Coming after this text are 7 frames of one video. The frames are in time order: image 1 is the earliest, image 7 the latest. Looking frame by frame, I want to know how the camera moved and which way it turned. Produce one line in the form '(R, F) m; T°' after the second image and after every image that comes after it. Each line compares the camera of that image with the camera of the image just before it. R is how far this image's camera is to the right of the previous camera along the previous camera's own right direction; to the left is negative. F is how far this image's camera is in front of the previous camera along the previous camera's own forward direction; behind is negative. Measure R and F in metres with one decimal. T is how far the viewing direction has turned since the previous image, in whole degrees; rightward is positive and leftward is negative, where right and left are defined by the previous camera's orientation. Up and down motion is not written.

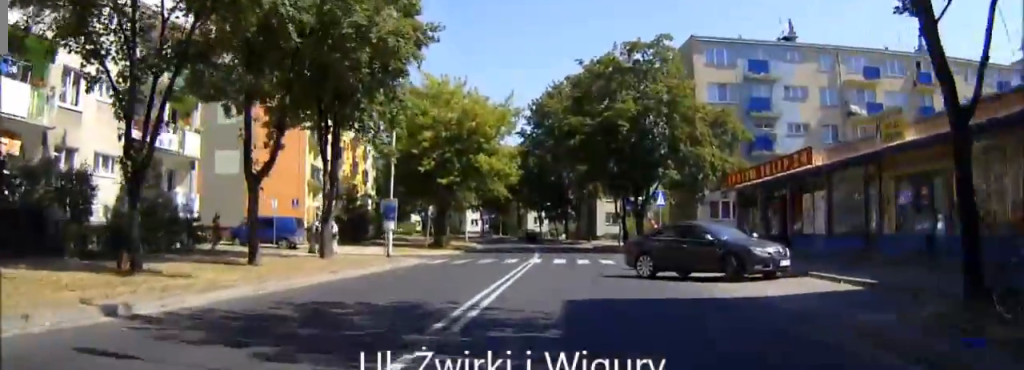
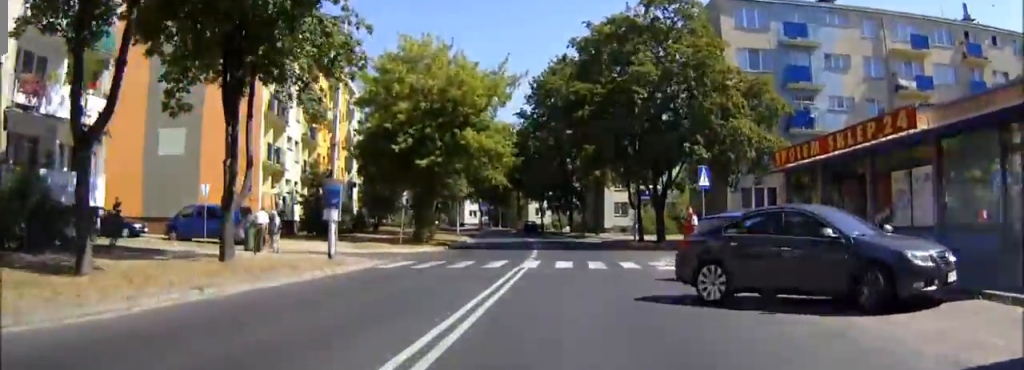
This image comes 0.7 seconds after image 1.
(+0.1, +8.4) m; 0°
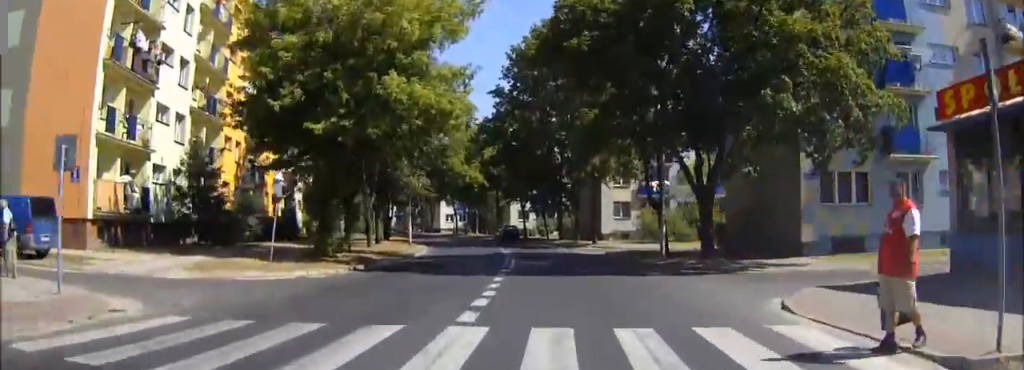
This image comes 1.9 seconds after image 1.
(-0.2, +15.6) m; 0°
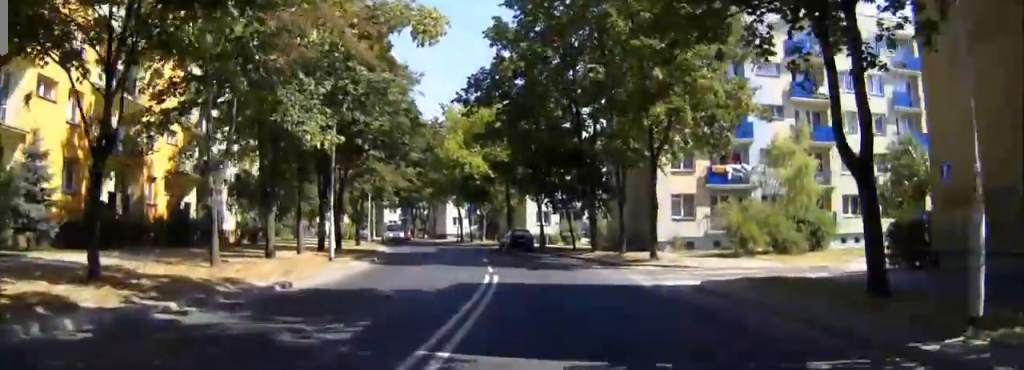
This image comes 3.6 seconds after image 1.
(+0.1, +20.5) m; -2°
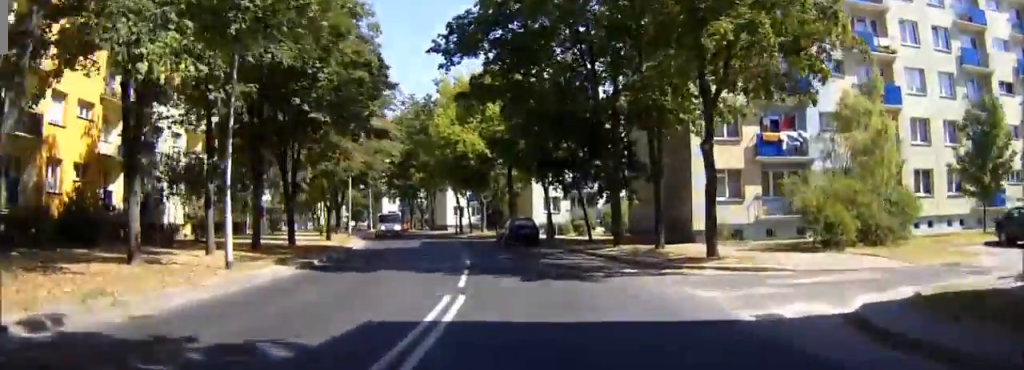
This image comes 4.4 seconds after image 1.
(-0.3, +9.4) m; -2°
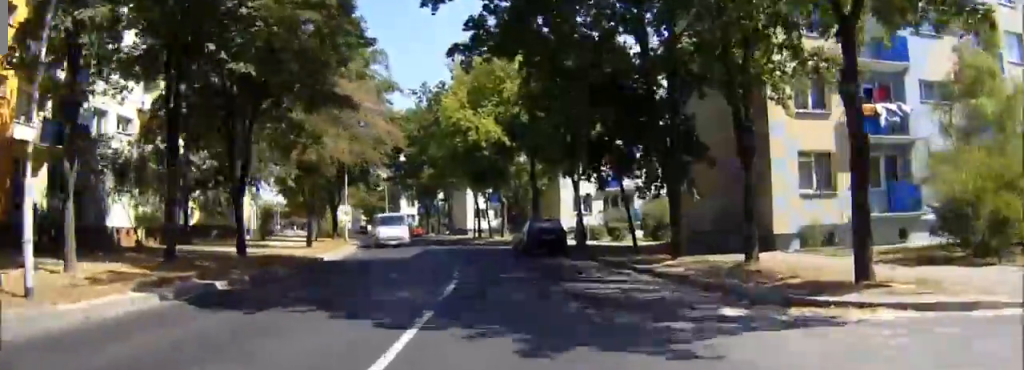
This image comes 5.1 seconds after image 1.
(-0.1, +8.6) m; -5°
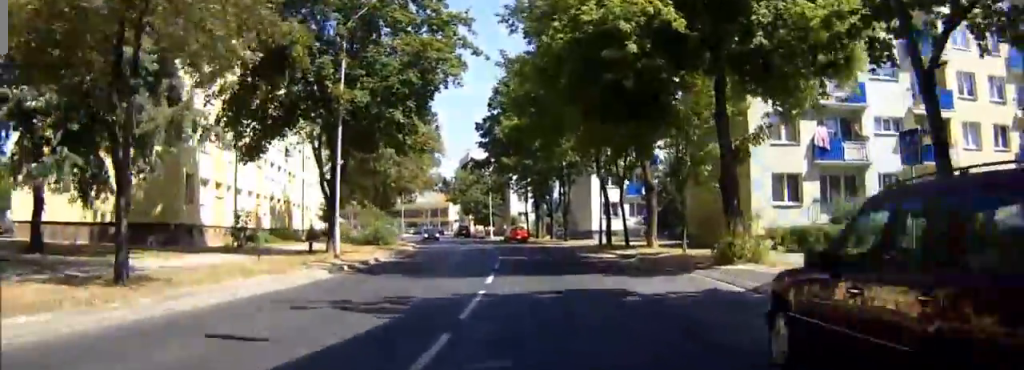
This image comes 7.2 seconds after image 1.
(-2.9, +23.1) m; +1°
